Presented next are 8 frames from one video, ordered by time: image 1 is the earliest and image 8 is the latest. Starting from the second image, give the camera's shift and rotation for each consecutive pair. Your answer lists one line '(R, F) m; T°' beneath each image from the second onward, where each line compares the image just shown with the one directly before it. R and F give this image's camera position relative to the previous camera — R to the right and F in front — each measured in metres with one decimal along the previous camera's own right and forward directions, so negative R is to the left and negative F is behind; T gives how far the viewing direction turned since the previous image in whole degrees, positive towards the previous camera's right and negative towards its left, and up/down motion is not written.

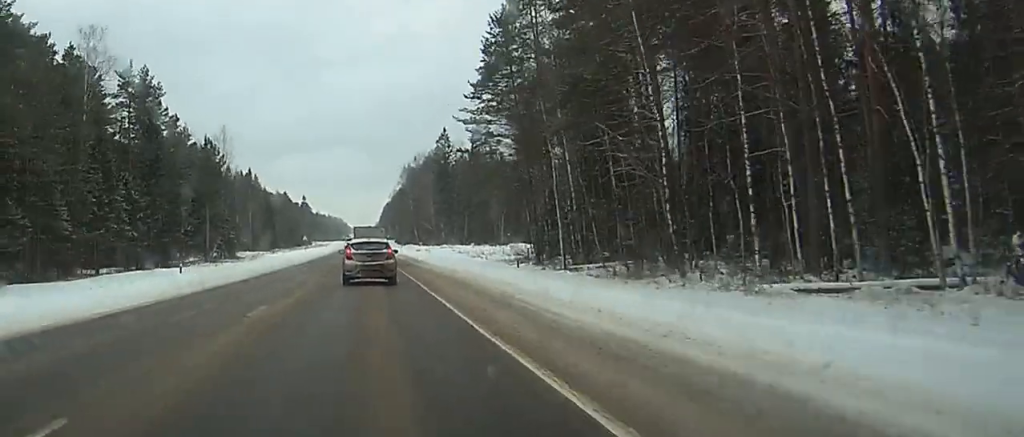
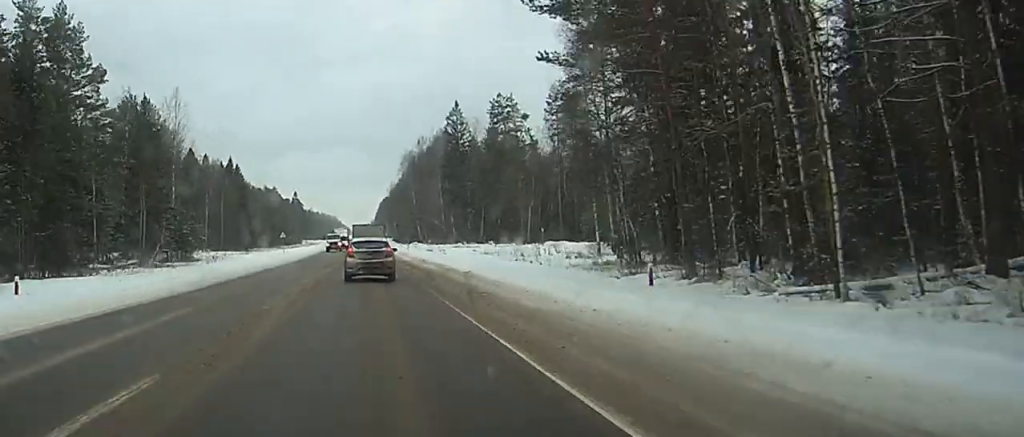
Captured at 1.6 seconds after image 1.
(+0.3, +33.3) m; +1°
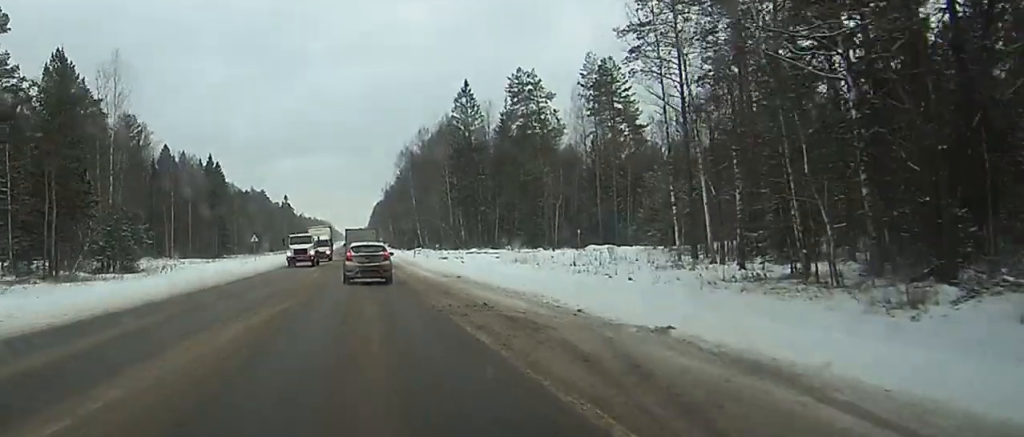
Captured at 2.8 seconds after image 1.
(0.0, +24.6) m; 0°
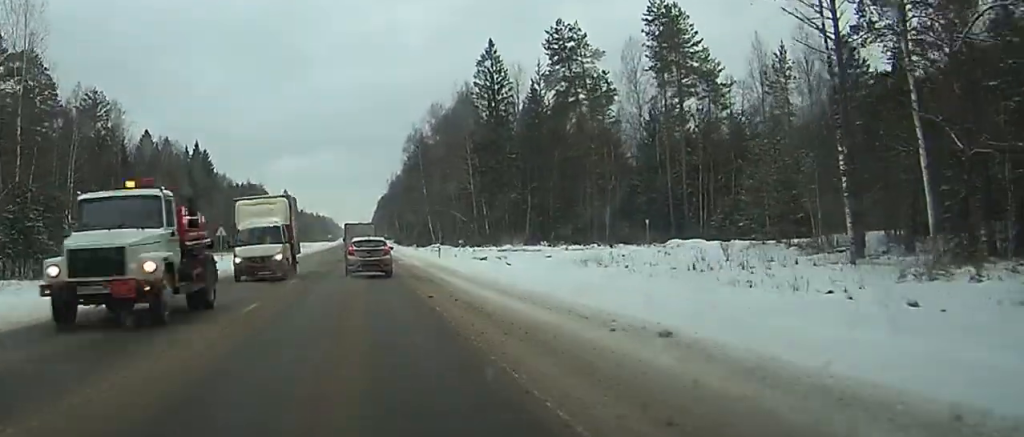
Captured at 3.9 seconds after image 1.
(+0.1, +24.1) m; 0°
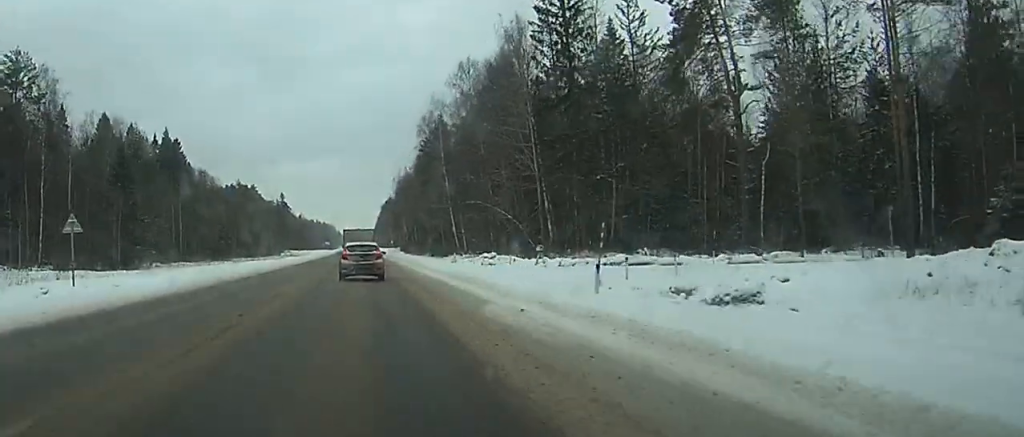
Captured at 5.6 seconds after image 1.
(-0.3, +37.3) m; -1°
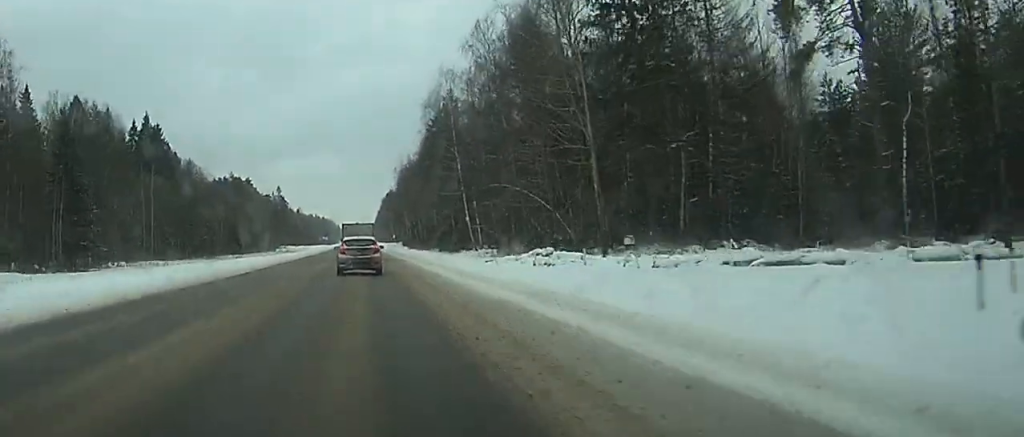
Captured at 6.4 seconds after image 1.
(-0.1, +16.7) m; 0°
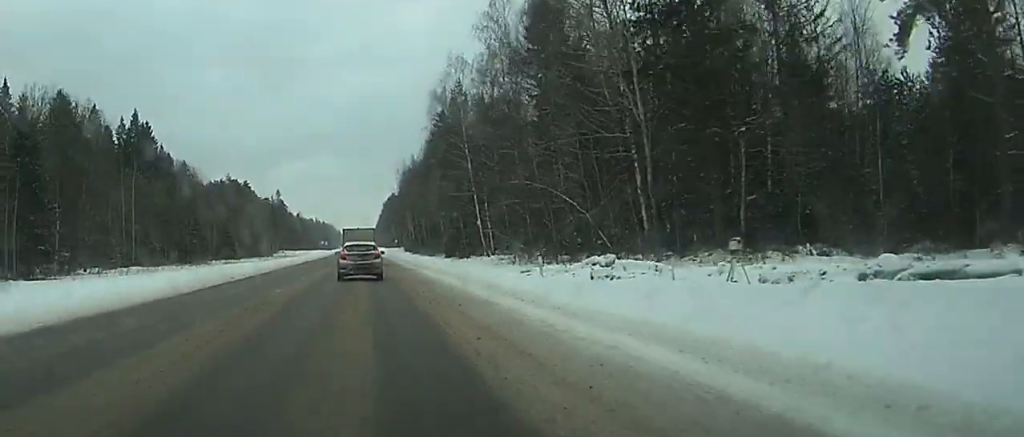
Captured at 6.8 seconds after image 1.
(0.0, +9.5) m; 0°
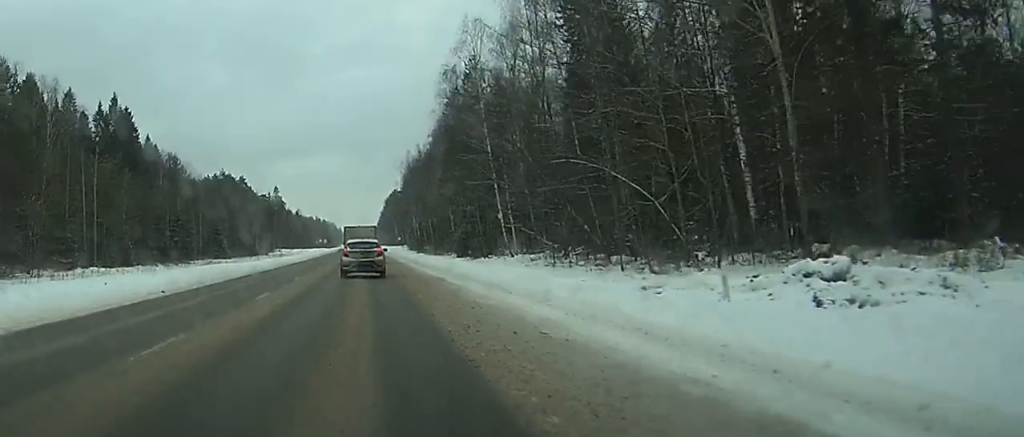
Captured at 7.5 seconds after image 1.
(0.0, +14.7) m; 0°
